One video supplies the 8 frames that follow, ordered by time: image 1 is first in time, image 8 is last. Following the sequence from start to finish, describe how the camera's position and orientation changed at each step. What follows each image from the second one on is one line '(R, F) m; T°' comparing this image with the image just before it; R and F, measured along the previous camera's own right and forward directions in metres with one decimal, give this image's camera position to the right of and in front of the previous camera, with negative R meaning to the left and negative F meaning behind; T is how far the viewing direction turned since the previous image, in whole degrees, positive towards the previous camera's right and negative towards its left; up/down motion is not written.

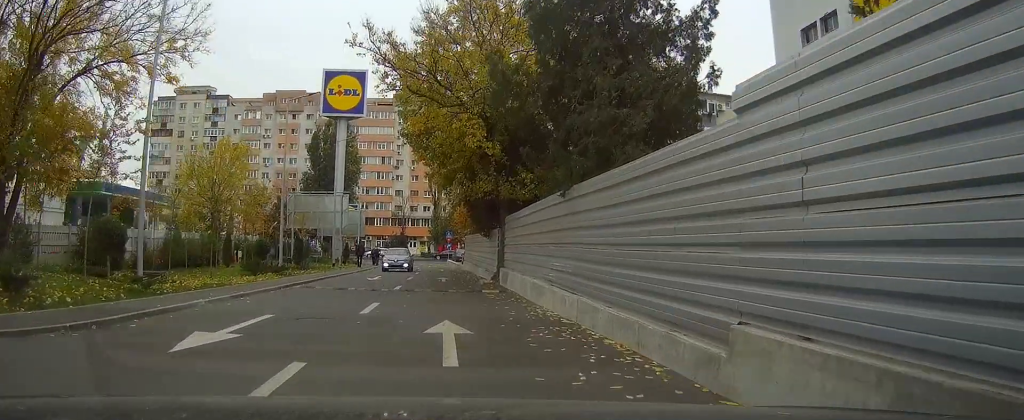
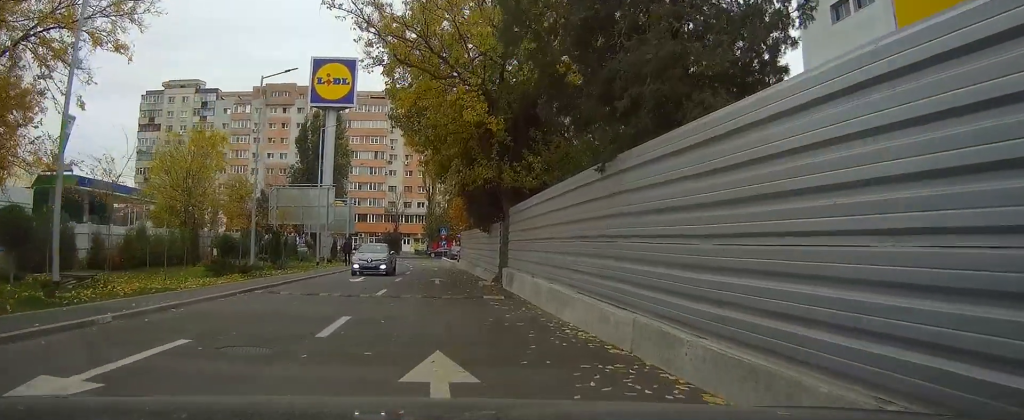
(0.0, +4.1) m; +1°
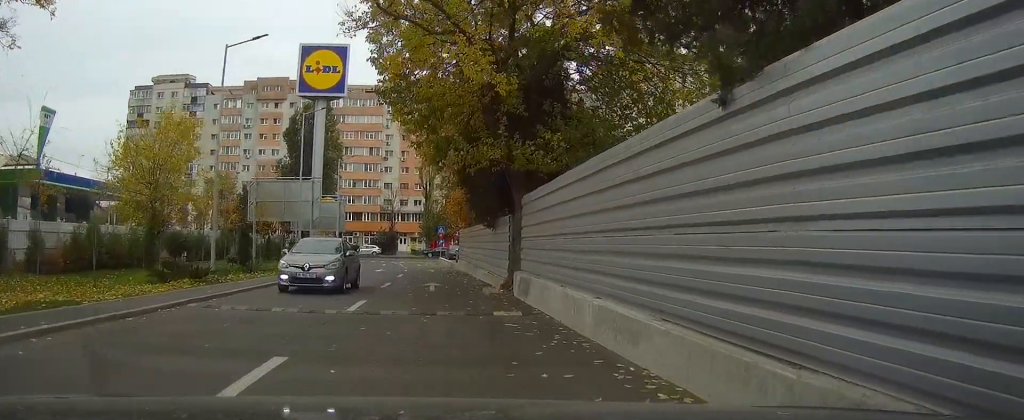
(0.0, +4.8) m; 0°
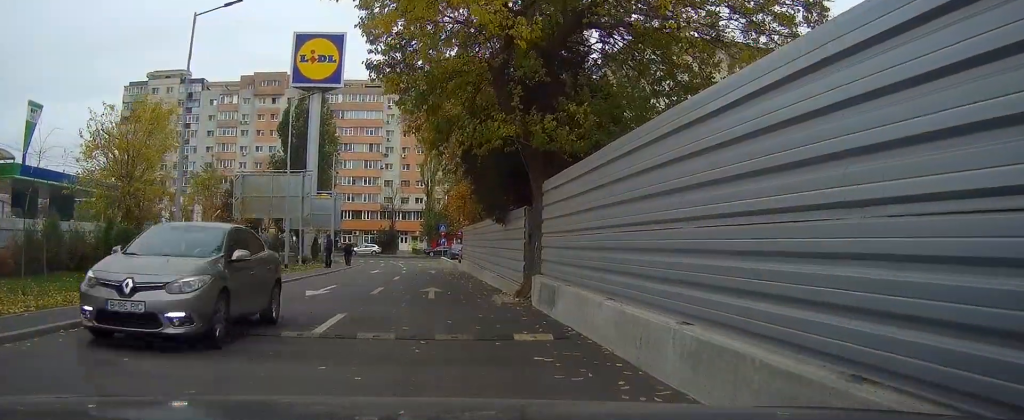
(0.0, +3.8) m; +1°
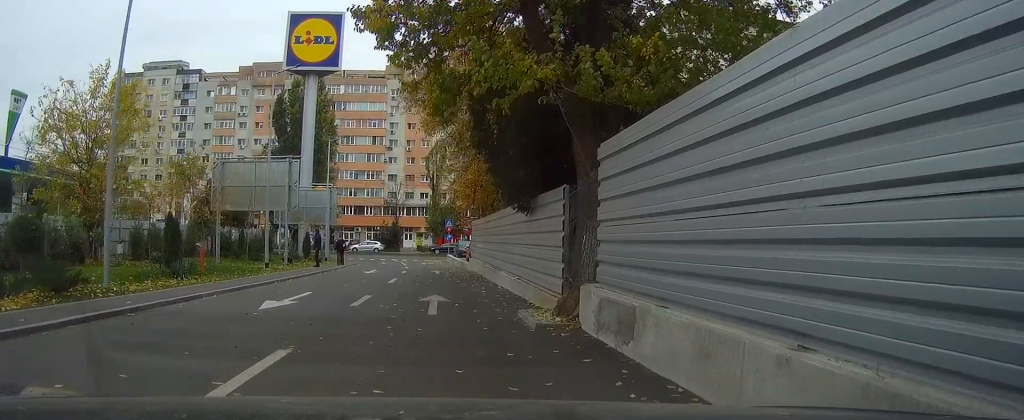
(+0.1, +5.4) m; -1°
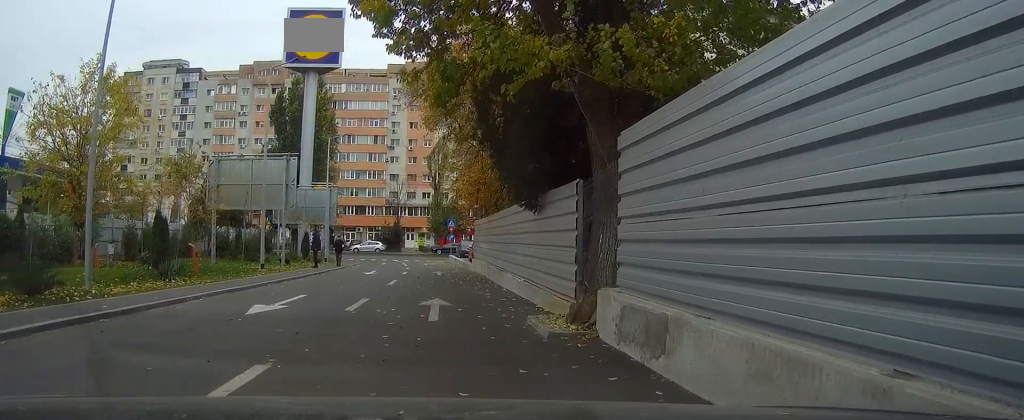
(0.0, +1.2) m; -1°
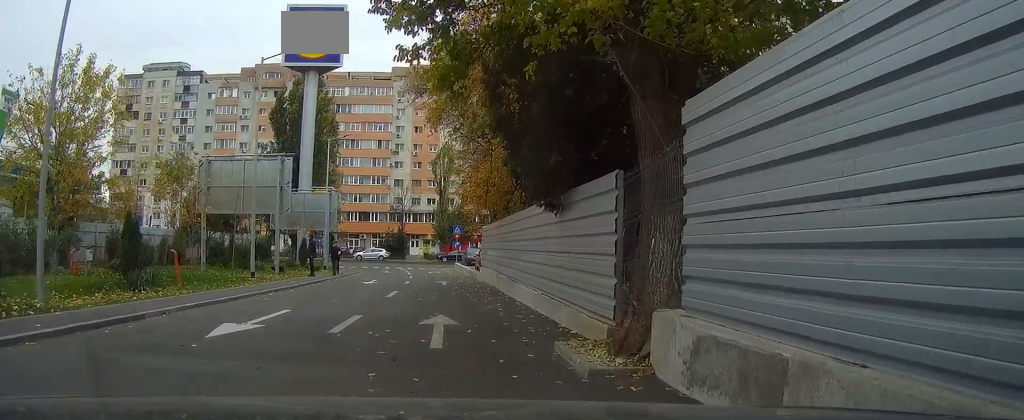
(-0.1, +2.7) m; -1°
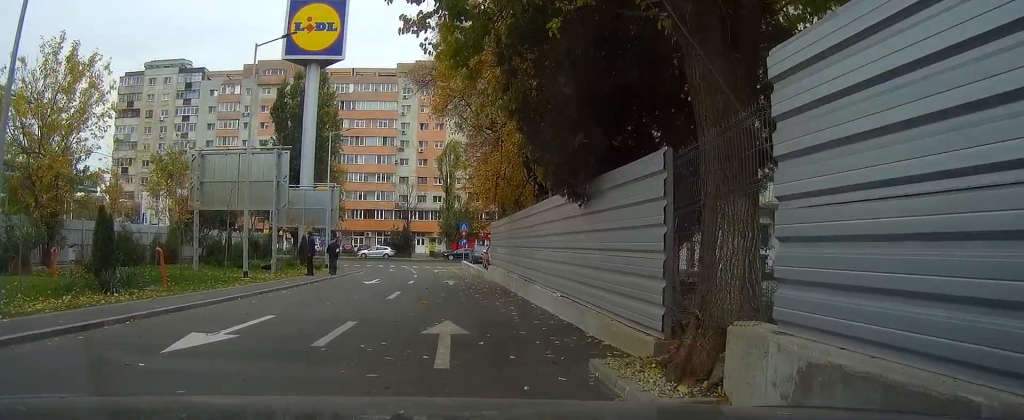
(0.0, +2.1) m; 0°
